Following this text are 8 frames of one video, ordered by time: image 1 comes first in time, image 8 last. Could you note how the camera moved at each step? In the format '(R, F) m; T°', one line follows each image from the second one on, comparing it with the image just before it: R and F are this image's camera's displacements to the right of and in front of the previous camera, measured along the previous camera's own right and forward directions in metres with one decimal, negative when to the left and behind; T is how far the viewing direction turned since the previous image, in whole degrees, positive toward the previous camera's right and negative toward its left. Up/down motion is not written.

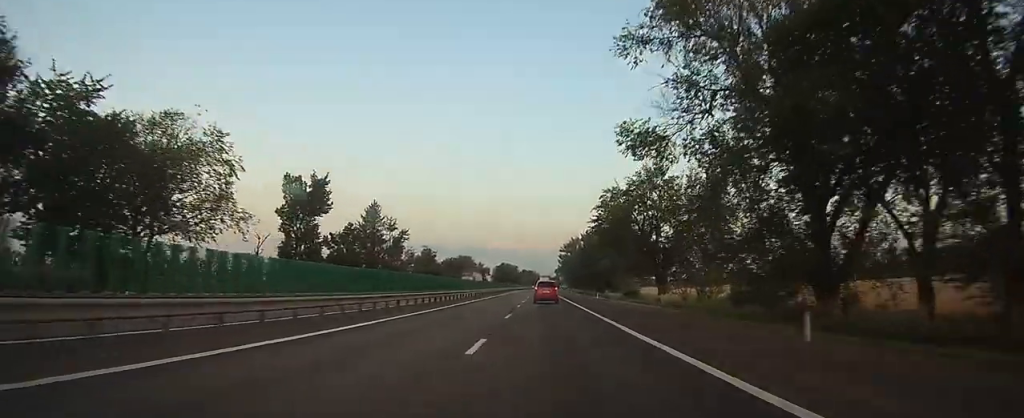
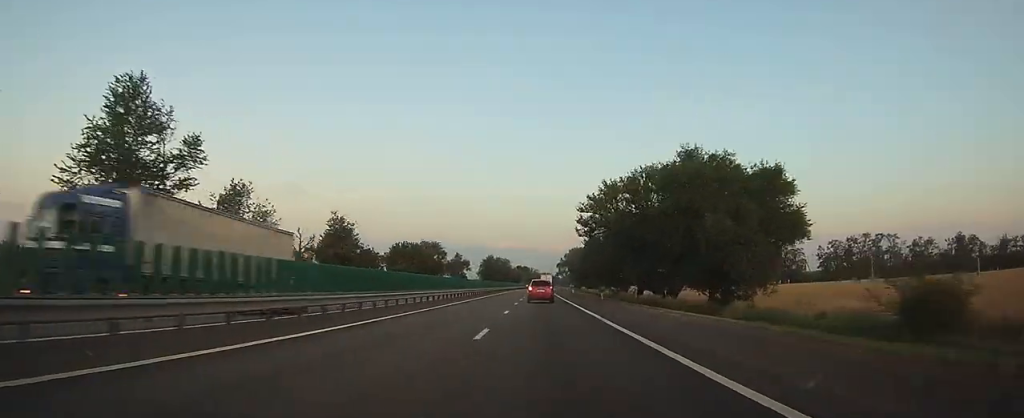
(-0.2, +56.7) m; 0°
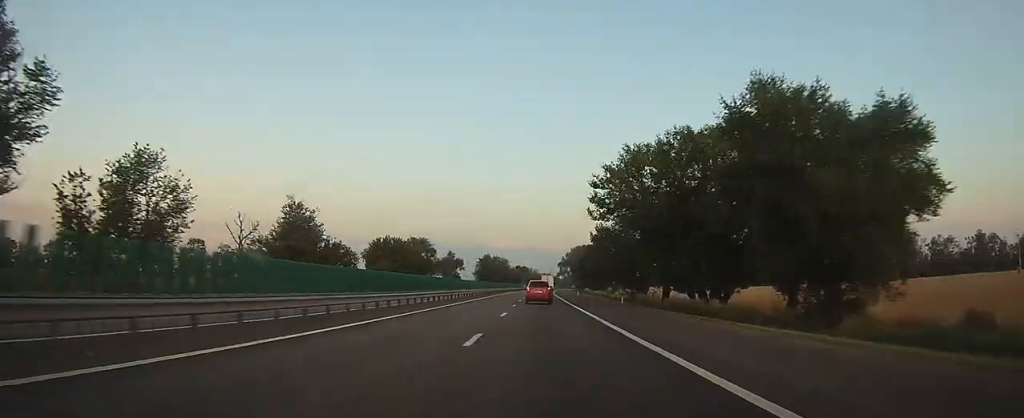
(0.0, +13.2) m; 0°
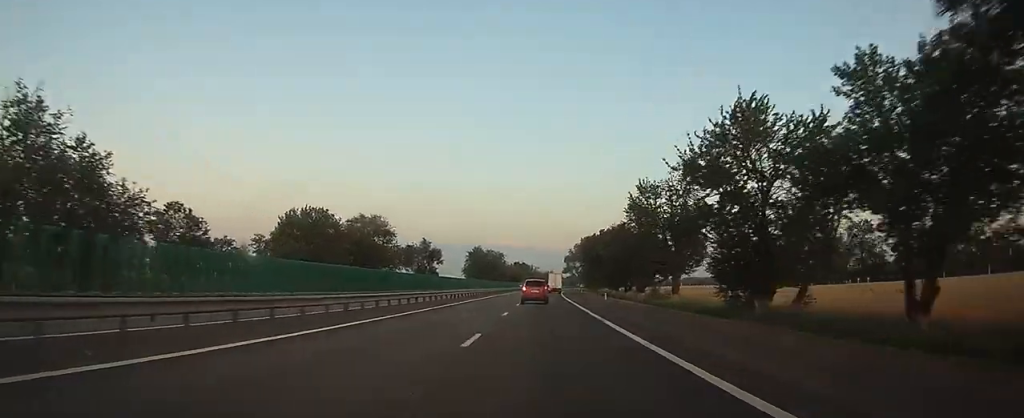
(0.0, +35.9) m; 0°
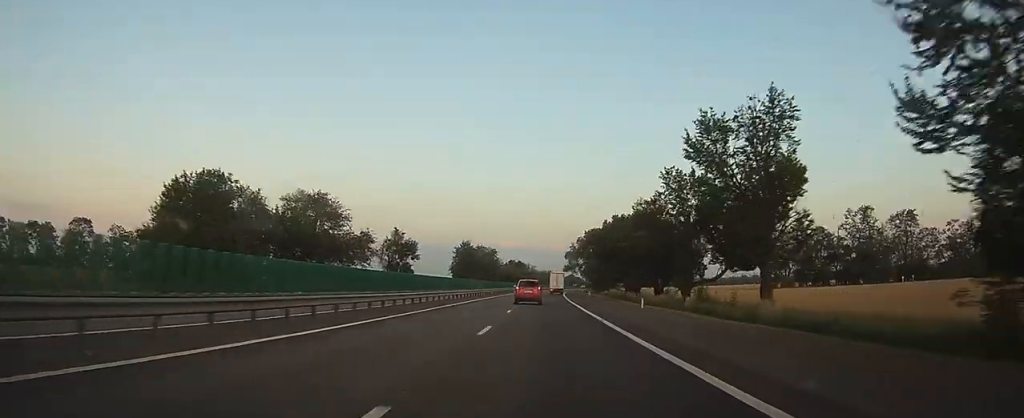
(0.0, +20.8) m; 0°
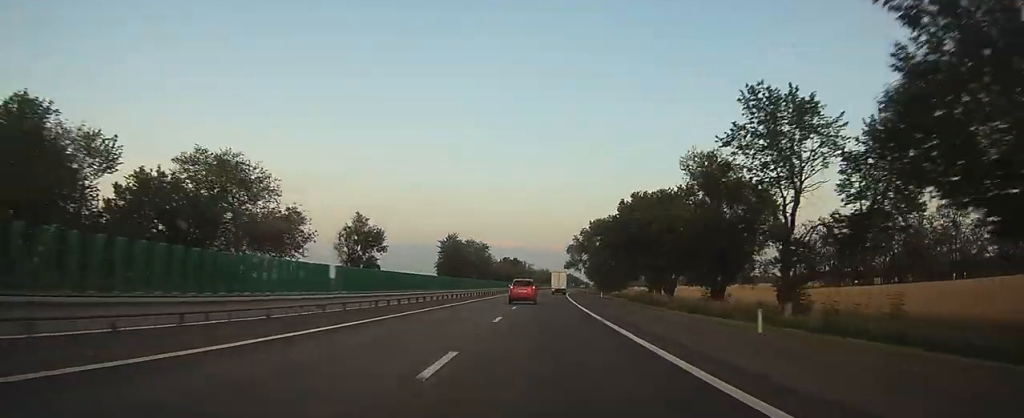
(0.0, +18.9) m; 0°
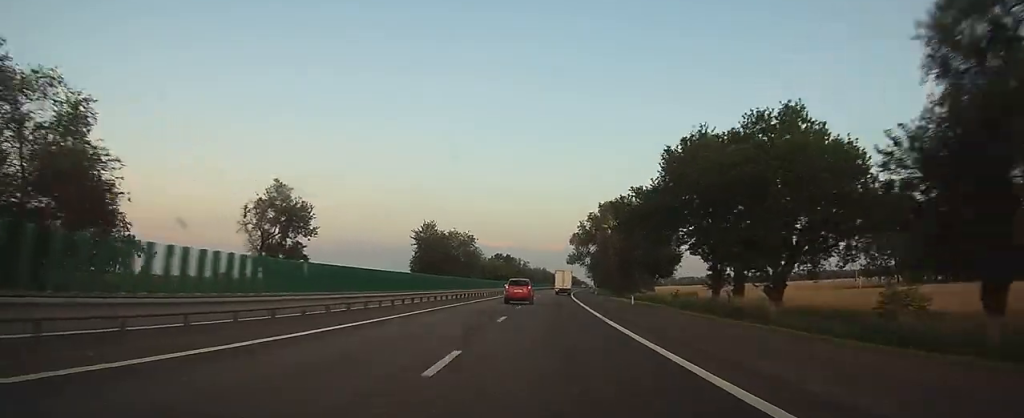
(0.0, +23.6) m; 0°
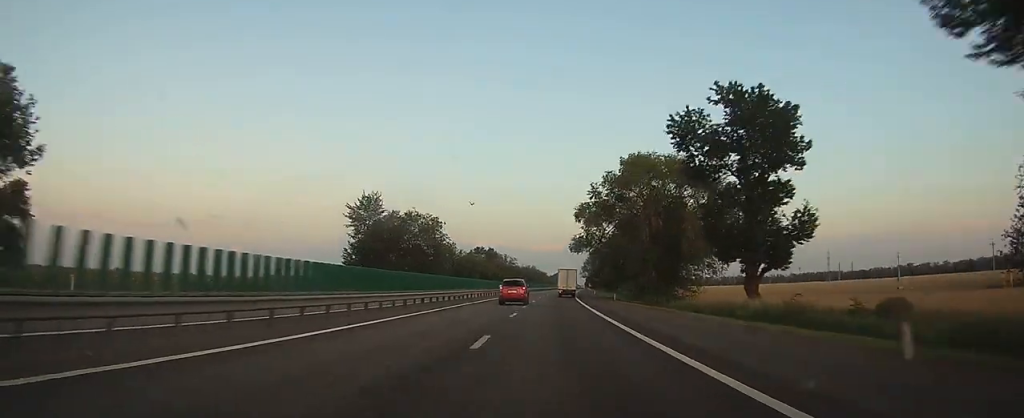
(+0.2, +32.2) m; +1°
